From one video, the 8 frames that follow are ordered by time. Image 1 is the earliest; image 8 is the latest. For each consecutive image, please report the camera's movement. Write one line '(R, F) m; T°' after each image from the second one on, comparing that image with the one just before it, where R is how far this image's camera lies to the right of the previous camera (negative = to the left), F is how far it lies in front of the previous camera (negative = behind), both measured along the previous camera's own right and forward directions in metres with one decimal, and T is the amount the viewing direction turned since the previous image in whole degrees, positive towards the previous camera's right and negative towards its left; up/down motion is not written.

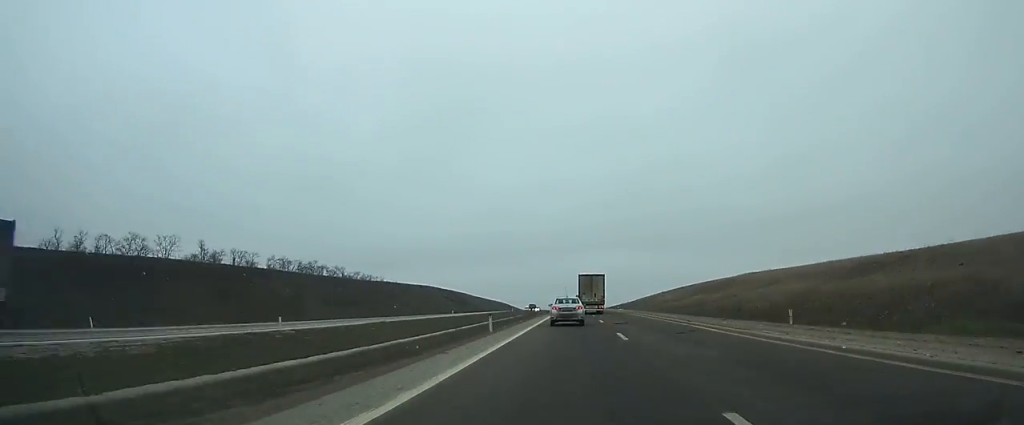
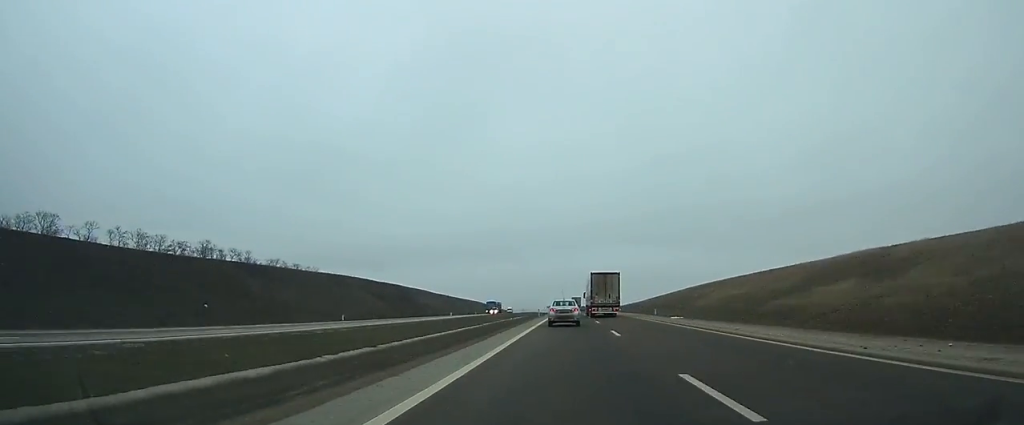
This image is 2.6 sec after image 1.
(+0.1, +62.0) m; 0°
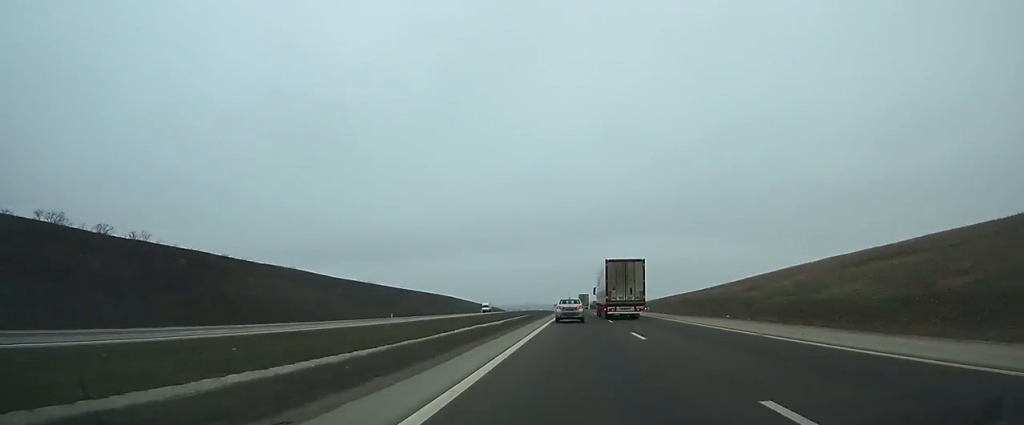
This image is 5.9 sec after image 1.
(+0.2, +82.3) m; 0°
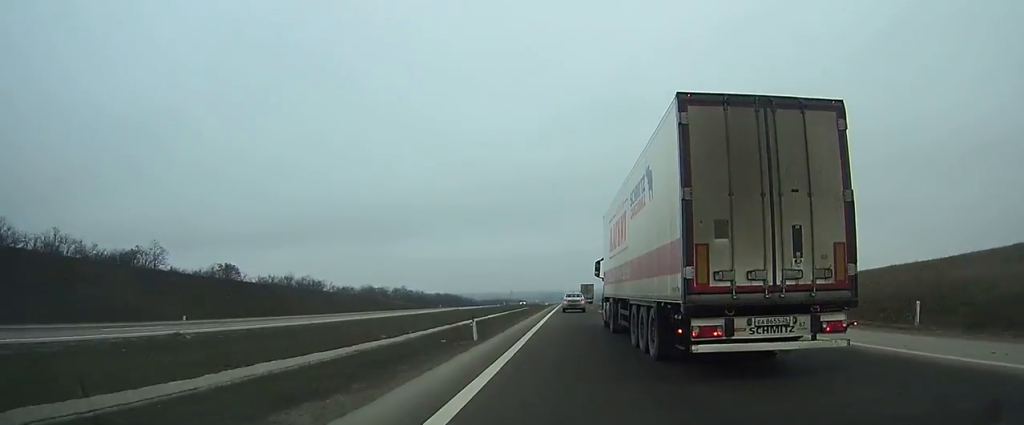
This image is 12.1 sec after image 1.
(0.0, +153.8) m; 0°
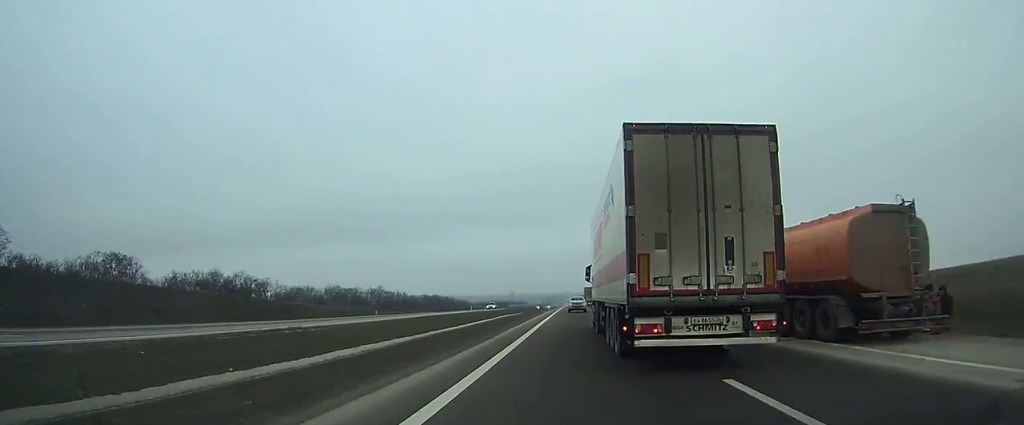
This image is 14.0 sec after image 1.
(+0.1, +45.2) m; 0°
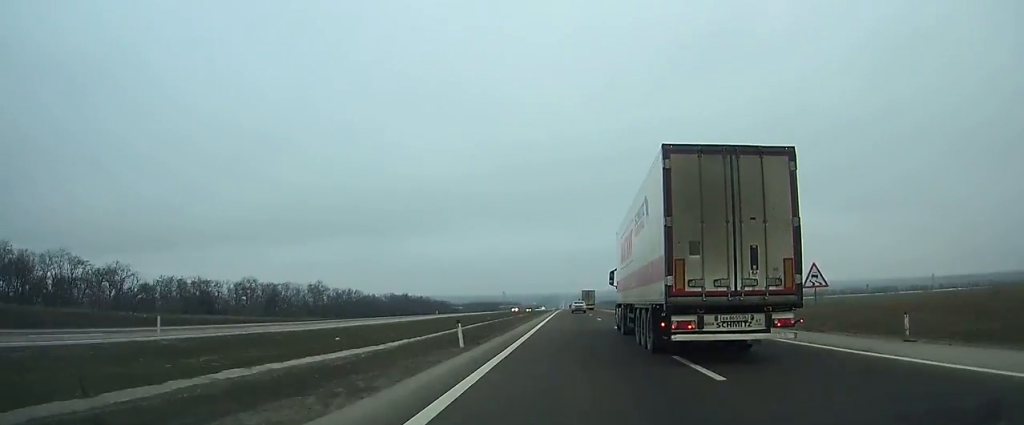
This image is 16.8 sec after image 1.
(+0.2, +66.3) m; 0°
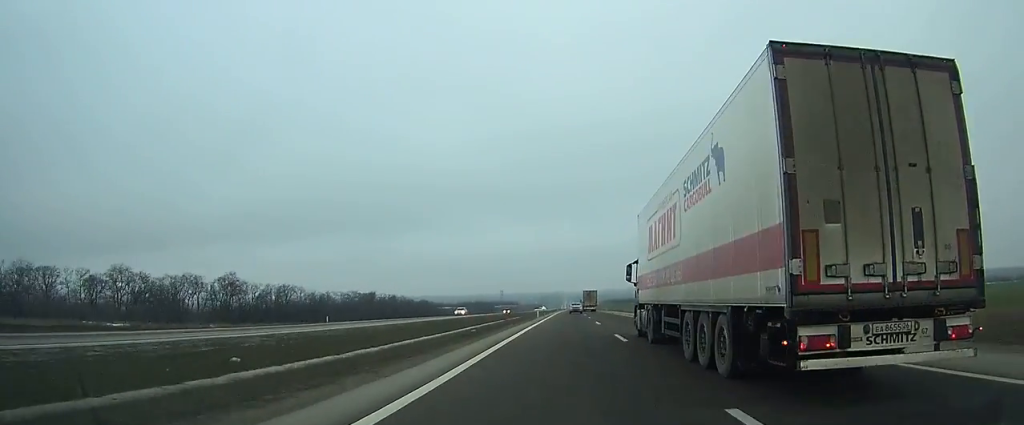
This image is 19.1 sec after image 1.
(-0.2, +56.8) m; 0°
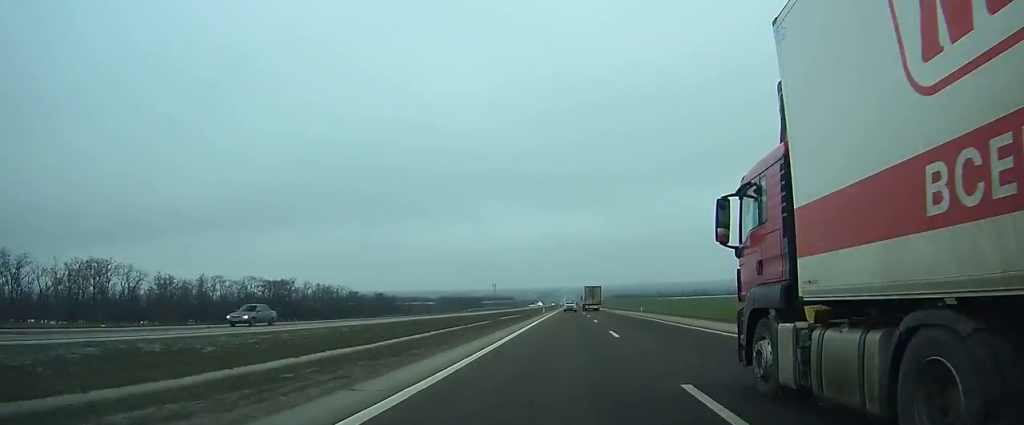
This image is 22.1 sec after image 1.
(-0.2, +79.1) m; 0°
